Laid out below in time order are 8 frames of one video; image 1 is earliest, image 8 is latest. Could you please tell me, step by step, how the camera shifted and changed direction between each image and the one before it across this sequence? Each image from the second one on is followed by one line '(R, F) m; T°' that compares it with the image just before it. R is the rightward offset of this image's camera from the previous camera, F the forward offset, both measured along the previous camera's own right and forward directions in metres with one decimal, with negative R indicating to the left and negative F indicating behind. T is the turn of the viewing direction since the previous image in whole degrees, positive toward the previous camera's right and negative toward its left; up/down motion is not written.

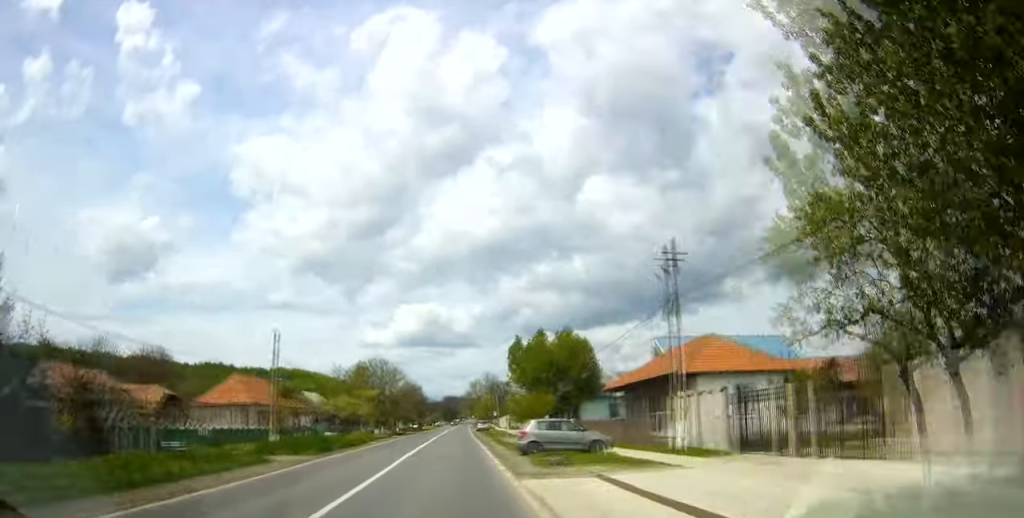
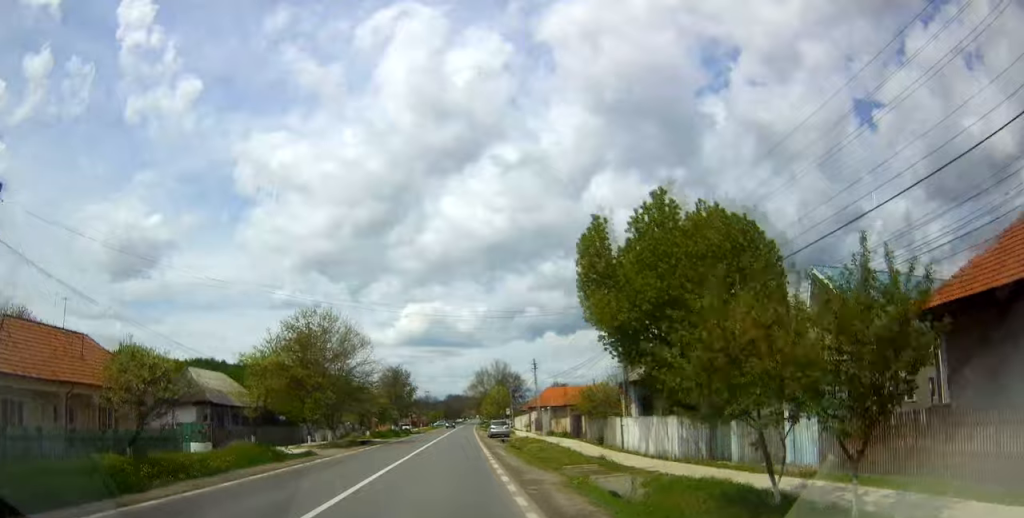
(-0.5, +33.0) m; -2°
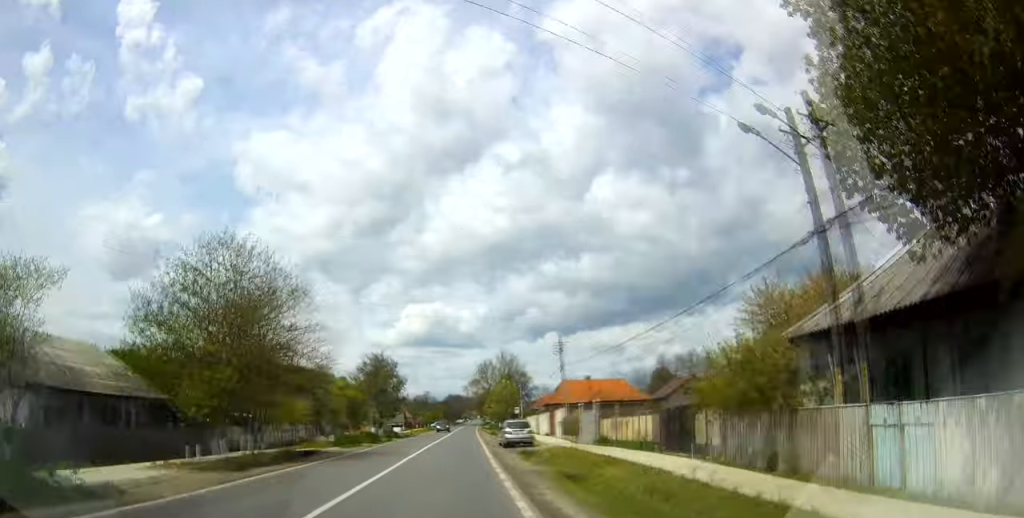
(-0.4, +18.0) m; 0°
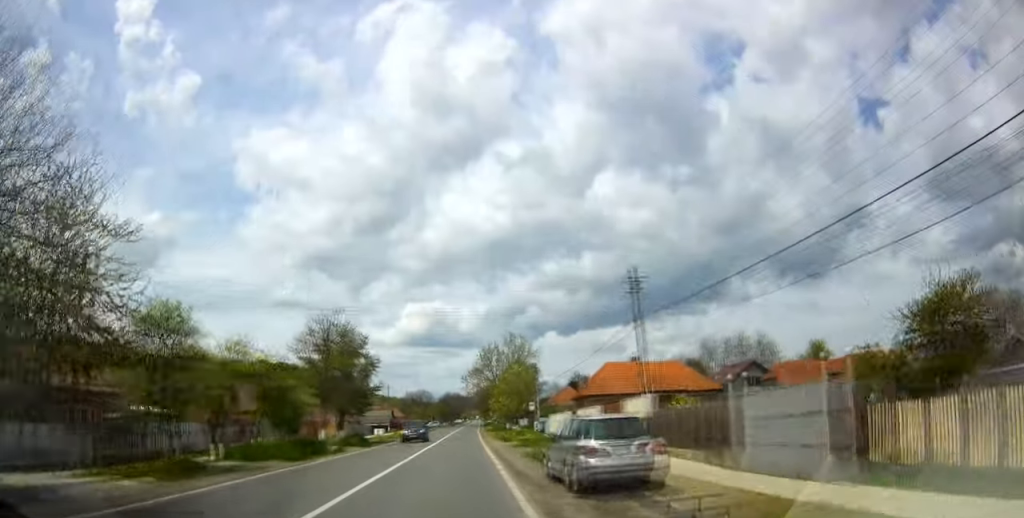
(+0.6, +22.2) m; +1°
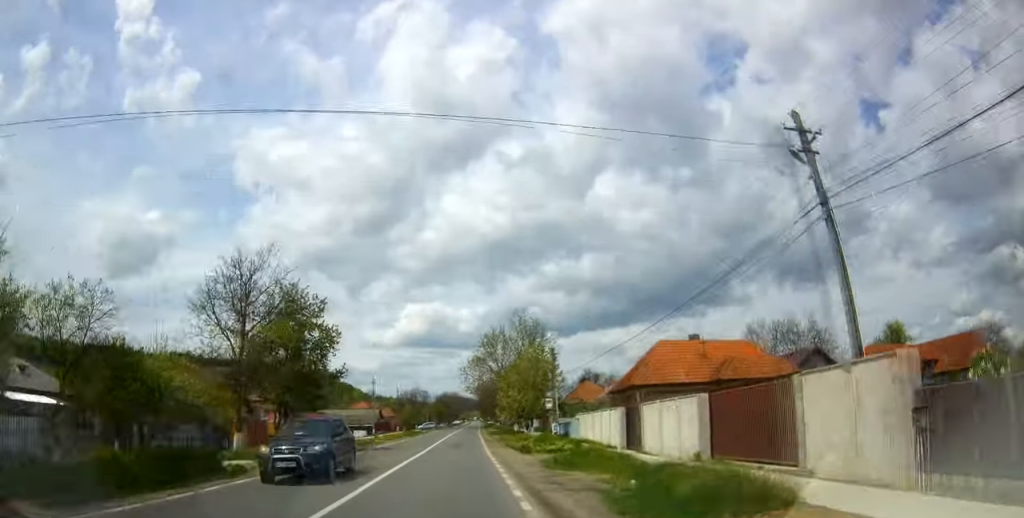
(-0.2, +15.6) m; -1°
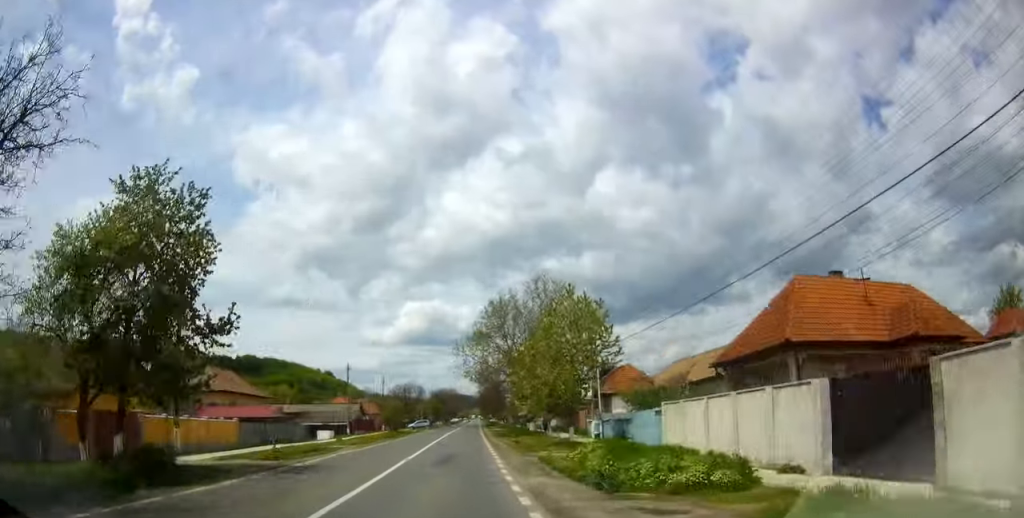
(-0.2, +18.2) m; -1°
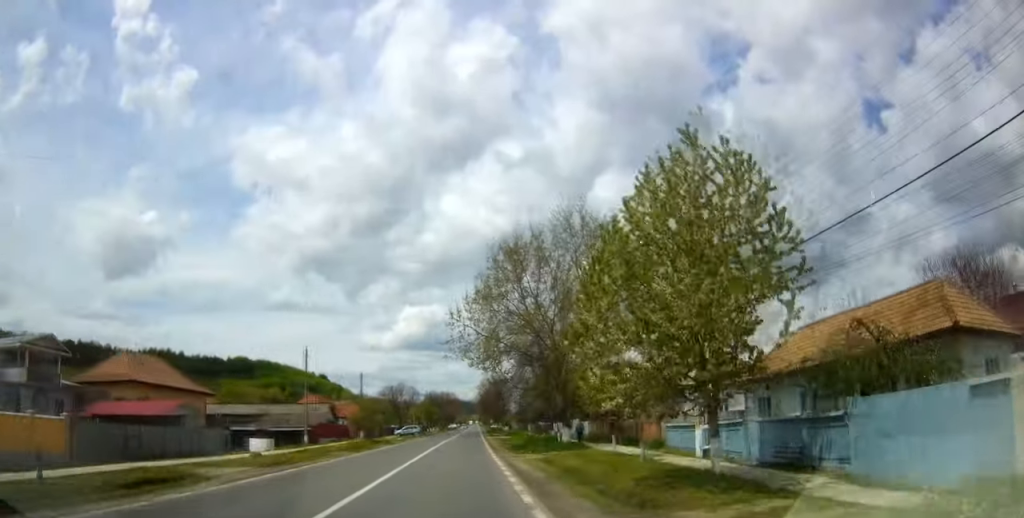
(0.0, +17.9) m; 0°
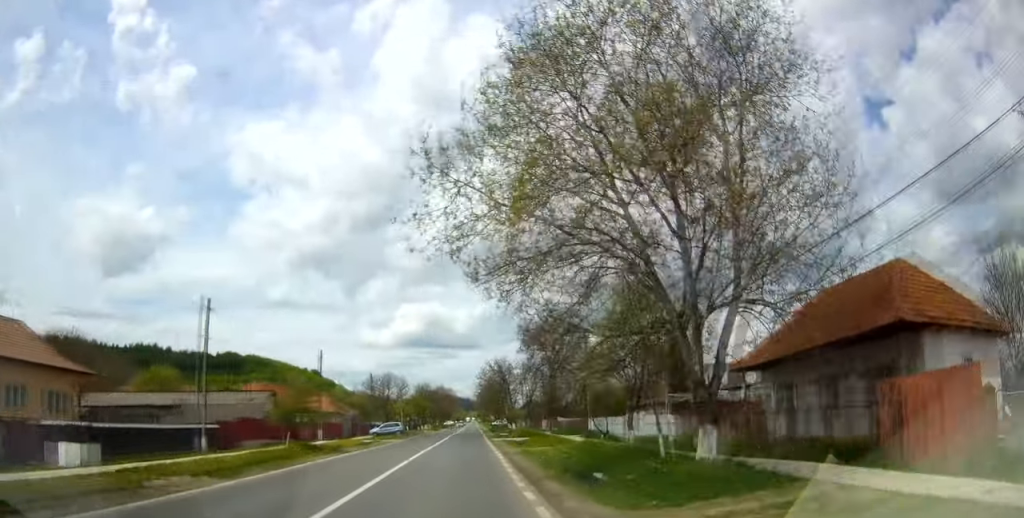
(0.0, +20.3) m; 0°
